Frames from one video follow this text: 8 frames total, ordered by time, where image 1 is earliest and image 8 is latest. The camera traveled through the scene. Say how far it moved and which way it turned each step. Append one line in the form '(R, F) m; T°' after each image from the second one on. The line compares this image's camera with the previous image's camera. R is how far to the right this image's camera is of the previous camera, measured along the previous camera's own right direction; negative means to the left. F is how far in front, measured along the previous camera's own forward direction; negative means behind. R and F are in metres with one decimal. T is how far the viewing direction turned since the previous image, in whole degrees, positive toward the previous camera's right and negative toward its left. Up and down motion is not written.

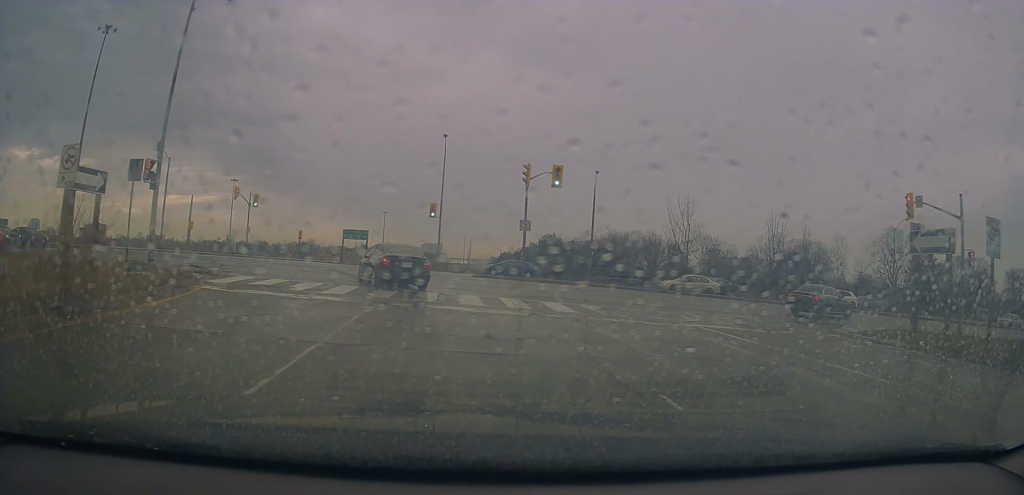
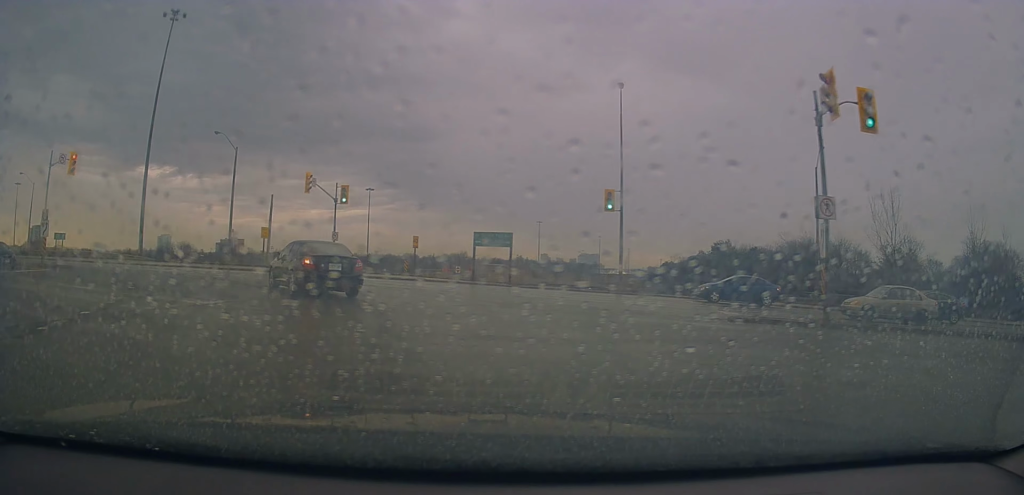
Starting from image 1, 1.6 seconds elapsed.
(-1.3, +17.7) m; -13°
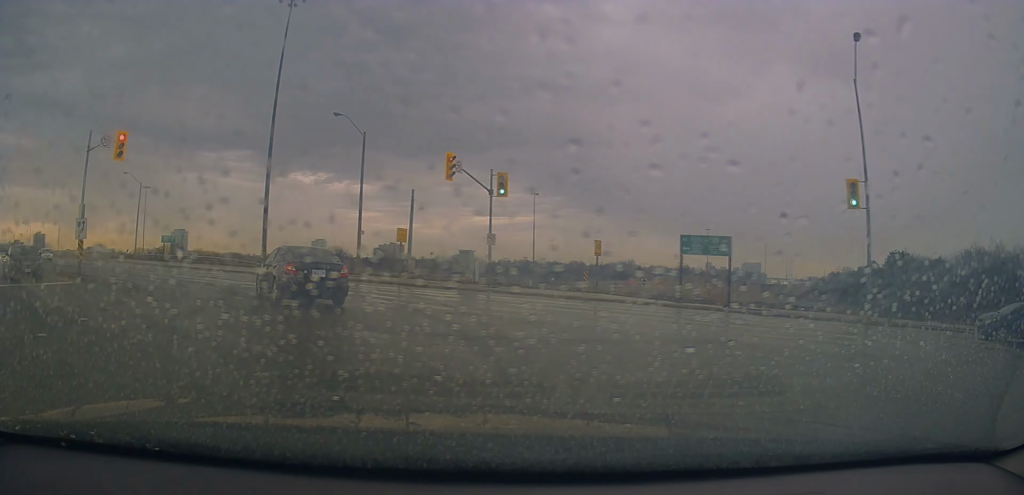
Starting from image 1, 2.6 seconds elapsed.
(-0.9, +9.1) m; -17°
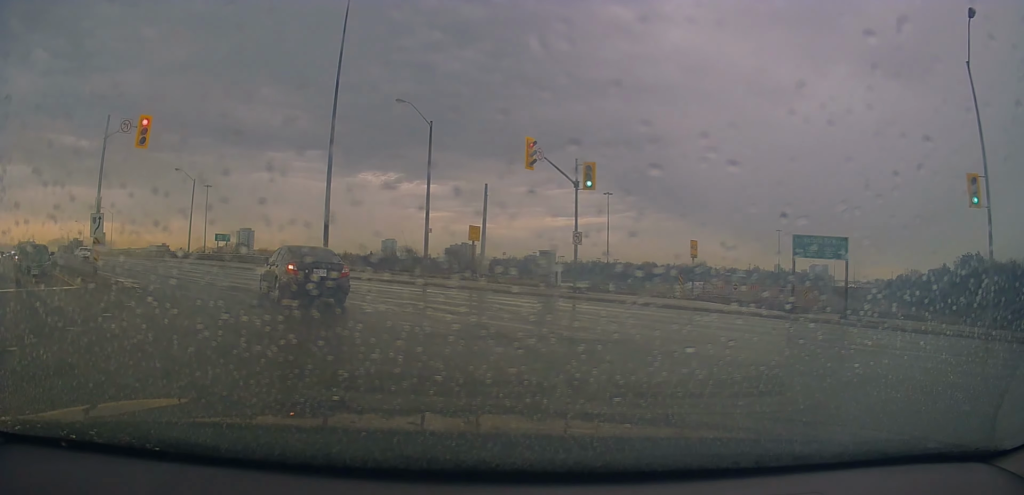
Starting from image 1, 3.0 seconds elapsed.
(-0.5, +3.9) m; -9°
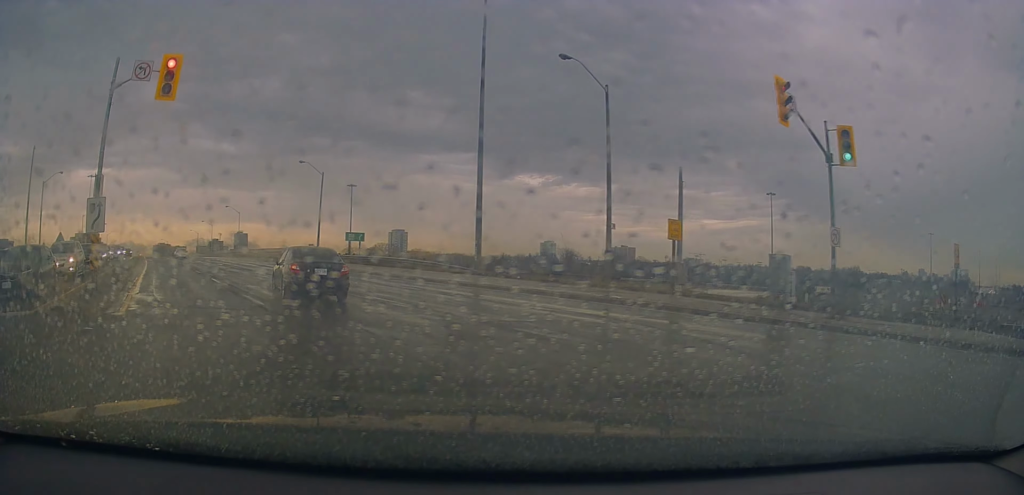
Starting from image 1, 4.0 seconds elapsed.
(-1.5, +8.9) m; -17°
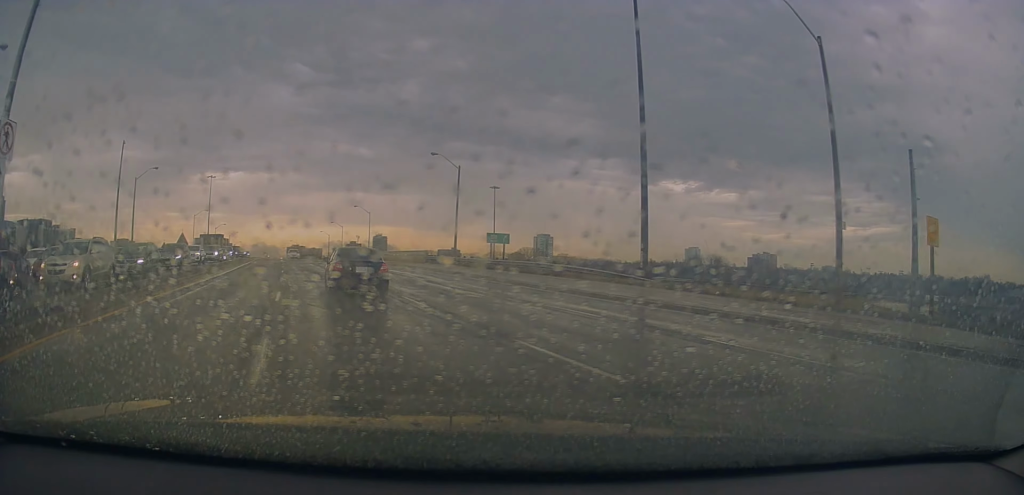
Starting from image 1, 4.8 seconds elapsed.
(-1.0, +8.0) m; -12°
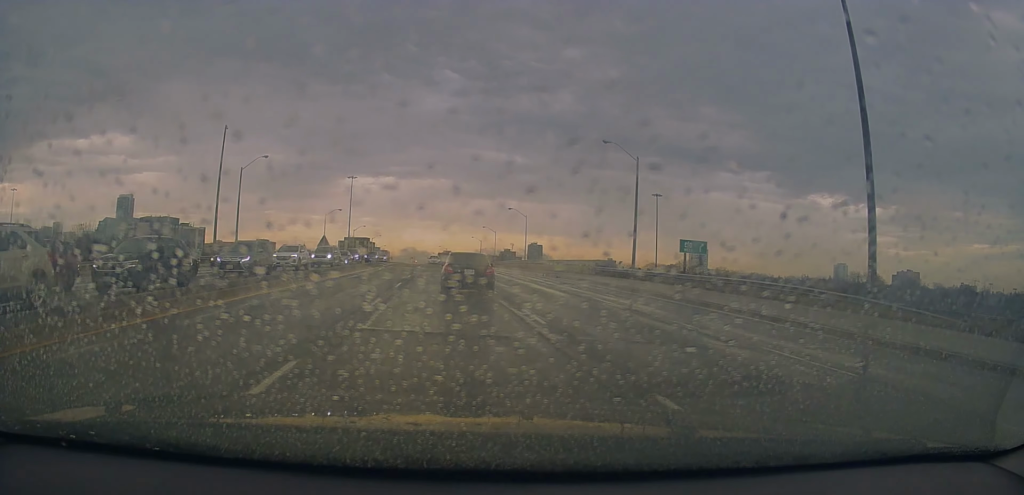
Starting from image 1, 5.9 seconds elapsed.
(-1.2, +10.6) m; -11°
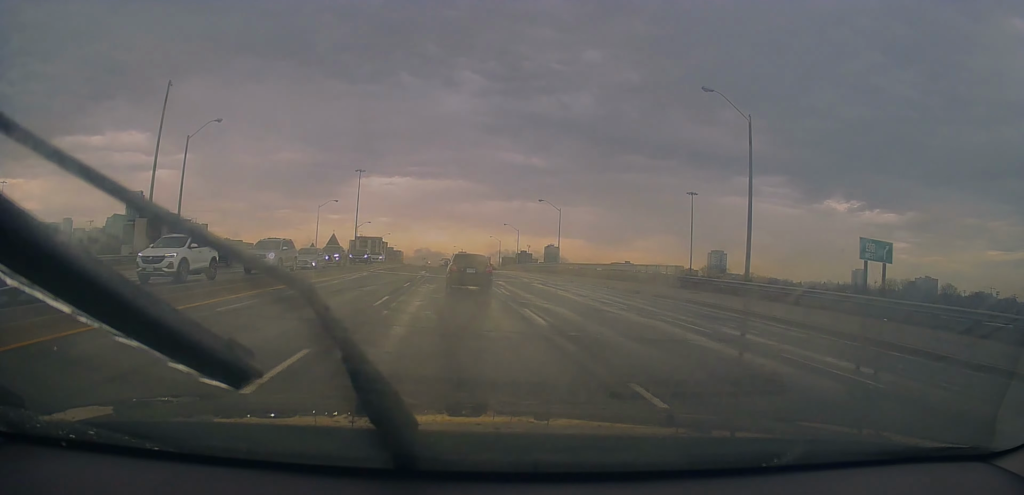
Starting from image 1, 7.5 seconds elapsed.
(-1.6, +16.9) m; -6°
